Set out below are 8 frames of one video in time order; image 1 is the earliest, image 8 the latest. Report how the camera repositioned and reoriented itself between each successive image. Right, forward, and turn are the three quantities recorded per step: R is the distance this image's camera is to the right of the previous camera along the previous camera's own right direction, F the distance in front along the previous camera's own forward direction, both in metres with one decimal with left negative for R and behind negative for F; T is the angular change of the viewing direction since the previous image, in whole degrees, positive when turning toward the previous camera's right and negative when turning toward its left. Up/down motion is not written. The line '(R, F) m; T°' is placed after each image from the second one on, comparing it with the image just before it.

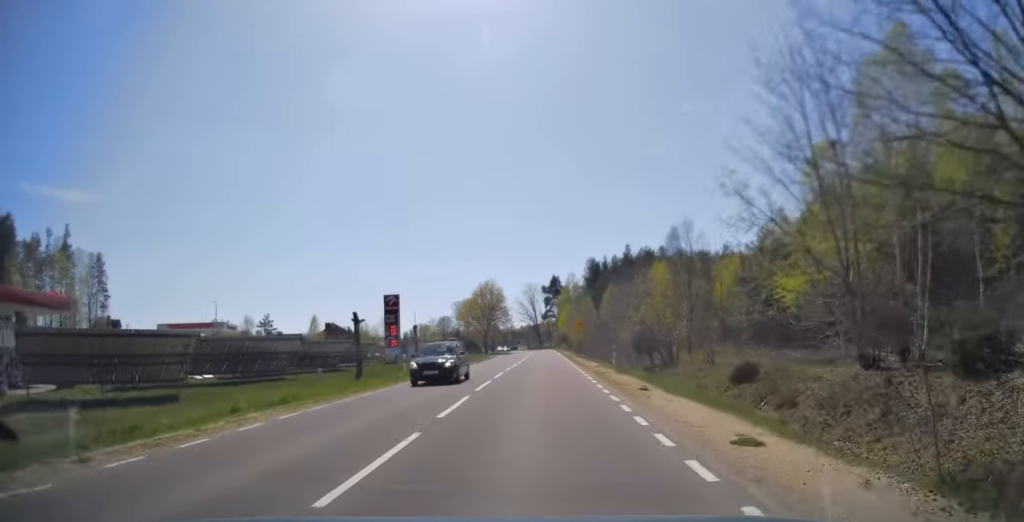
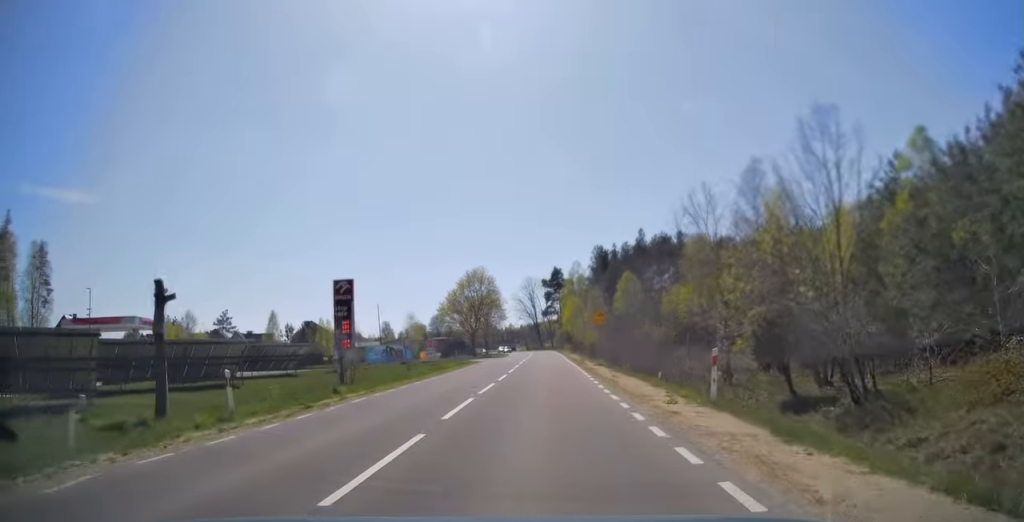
(+0.4, +17.6) m; 0°
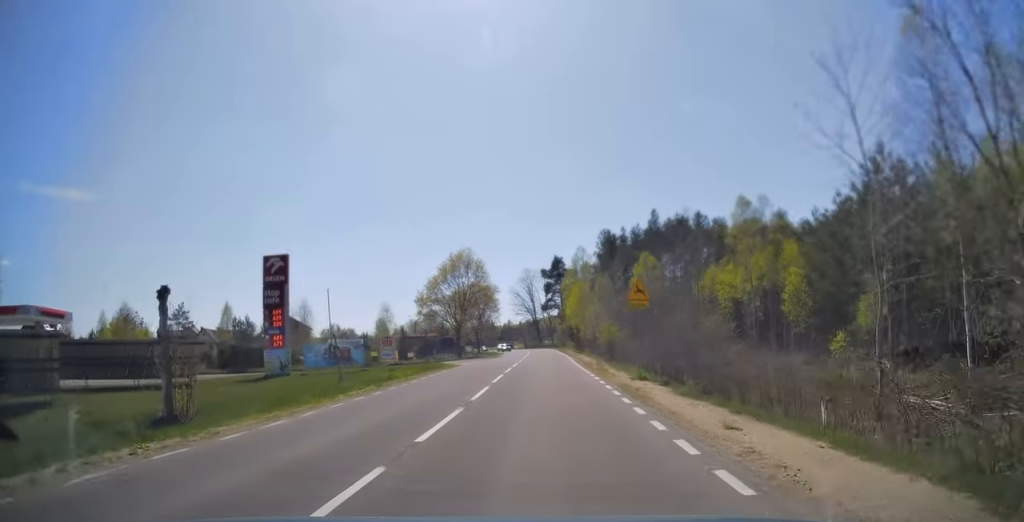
(-0.2, +14.3) m; -1°
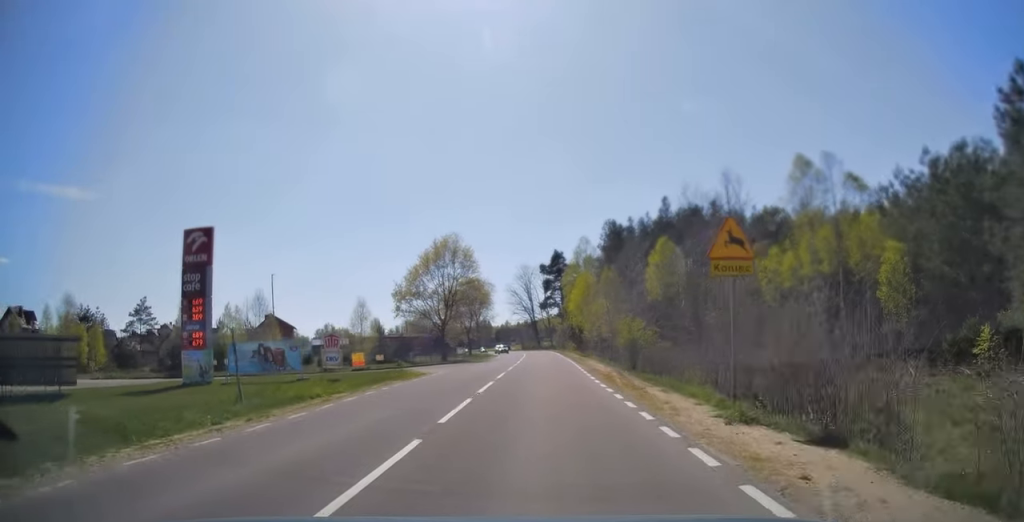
(0.0, +10.0) m; 0°
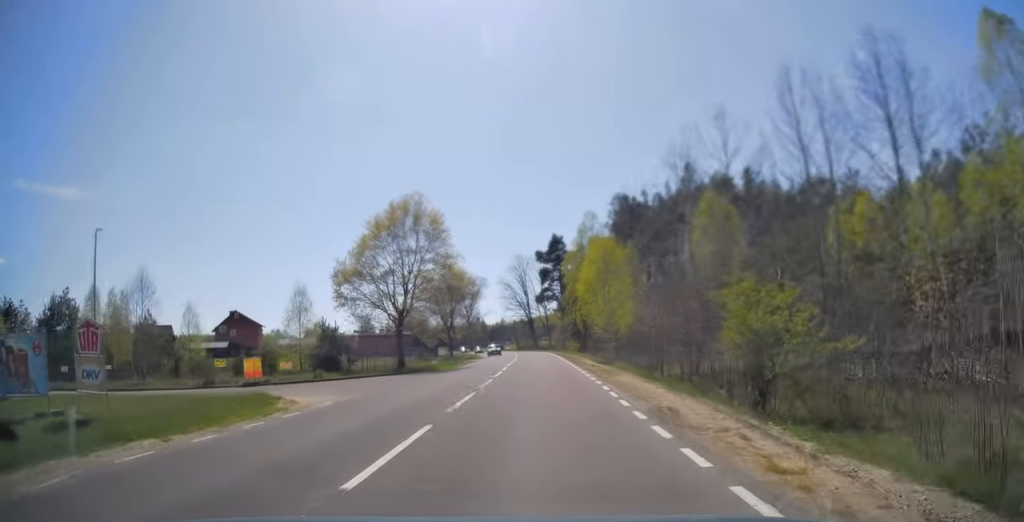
(0.0, +16.6) m; 0°
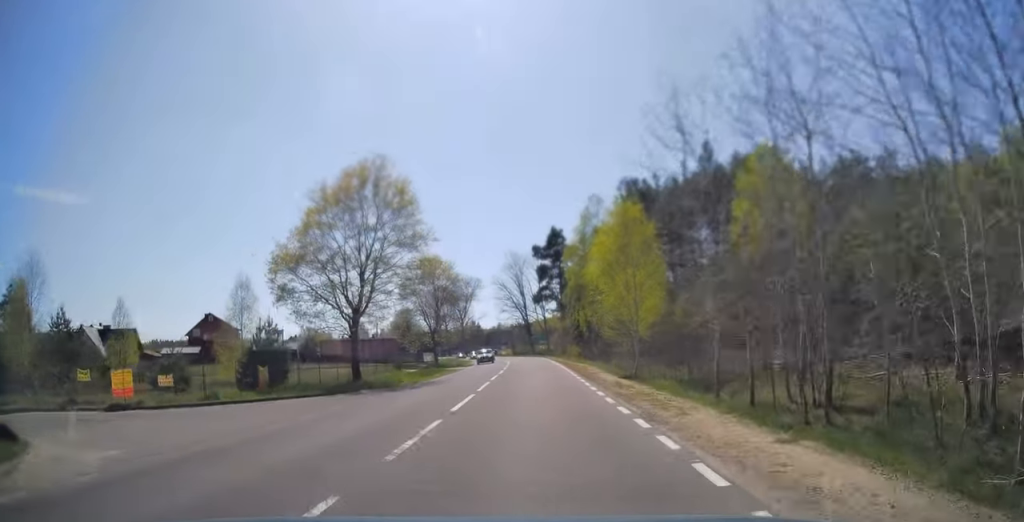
(0.0, +10.1) m; 0°
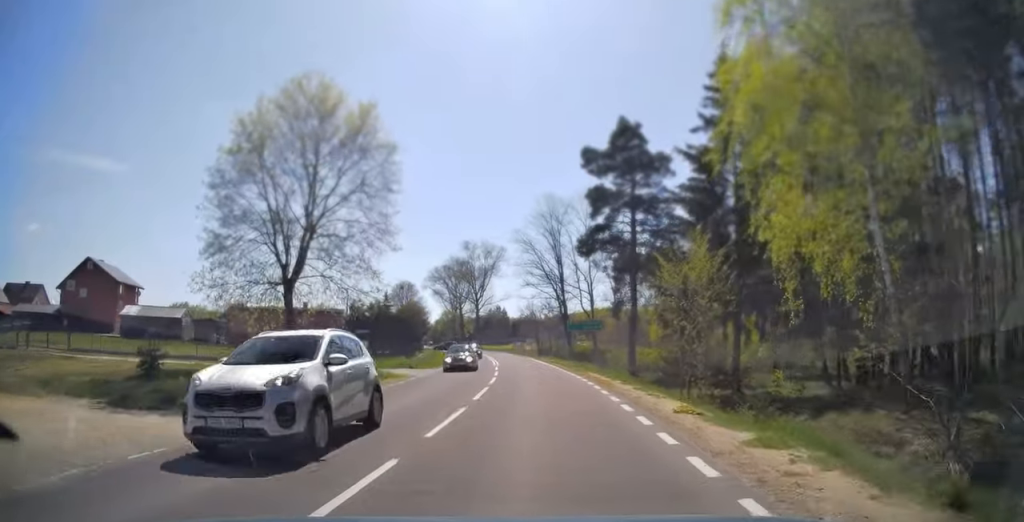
(-1.2, +45.9) m; -4°
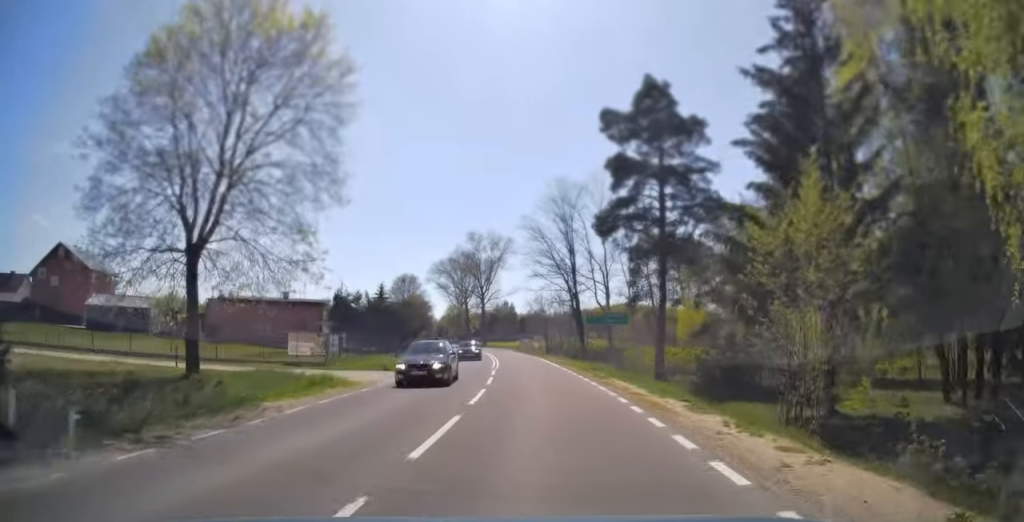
(0.0, +7.9) m; -1°
